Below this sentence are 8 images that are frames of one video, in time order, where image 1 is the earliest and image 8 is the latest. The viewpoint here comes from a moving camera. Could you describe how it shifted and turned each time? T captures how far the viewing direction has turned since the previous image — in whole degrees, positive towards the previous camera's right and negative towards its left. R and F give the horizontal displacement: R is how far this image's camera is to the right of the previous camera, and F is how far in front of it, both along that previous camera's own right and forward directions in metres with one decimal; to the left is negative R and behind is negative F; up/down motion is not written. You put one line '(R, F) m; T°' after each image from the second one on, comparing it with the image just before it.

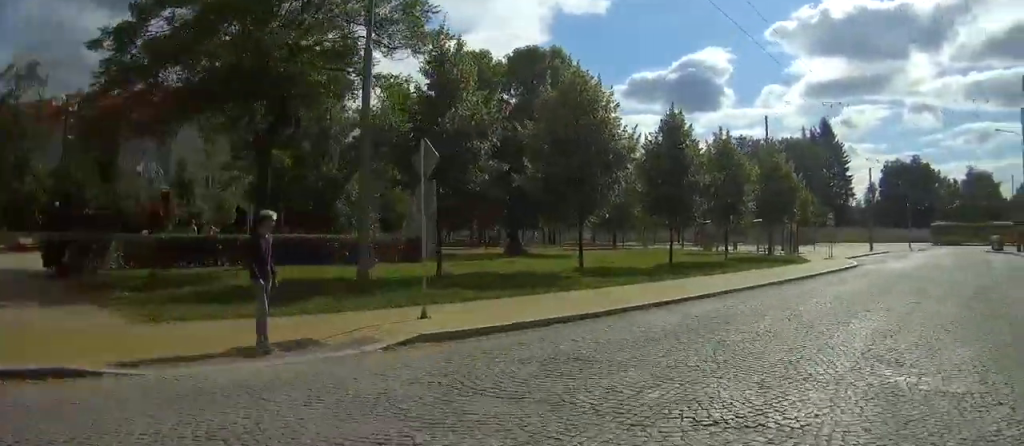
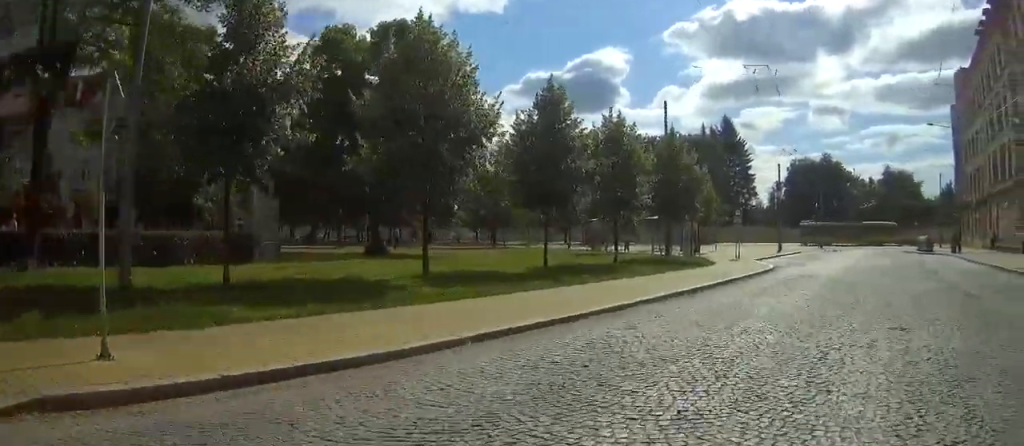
(+0.1, +5.0) m; +1°
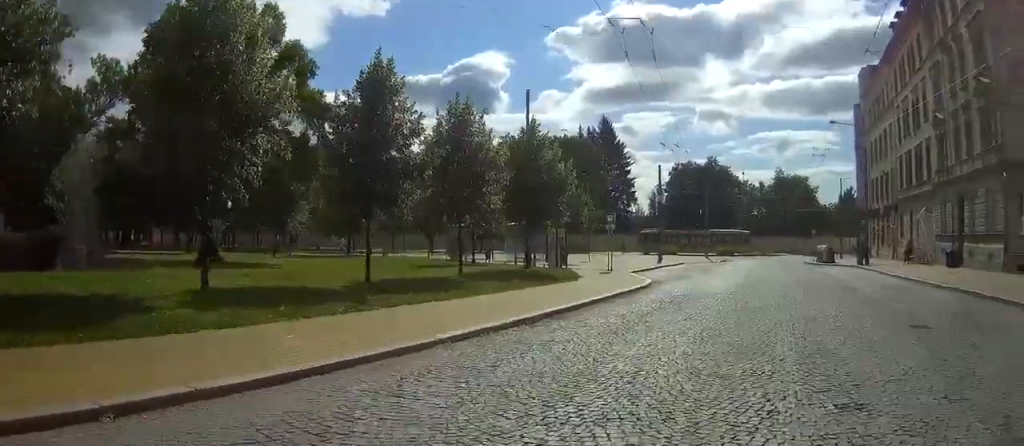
(0.0, +4.1) m; +1°
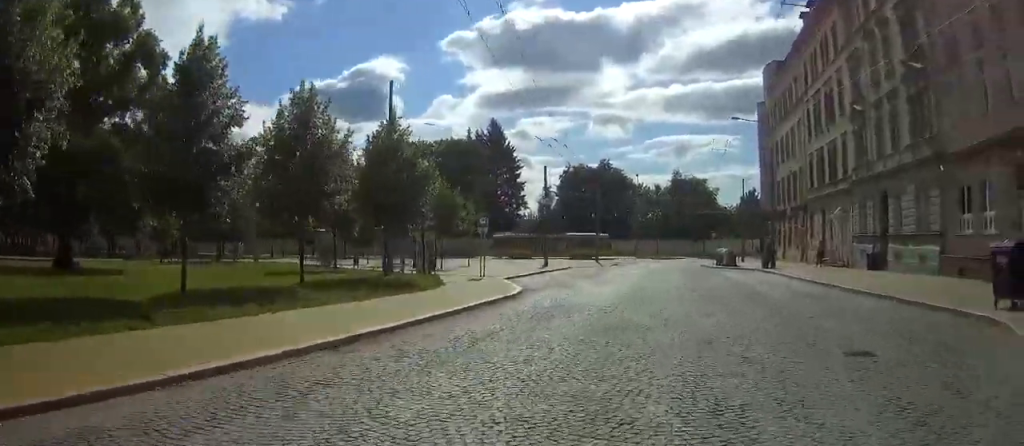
(0.0, +3.2) m; +1°
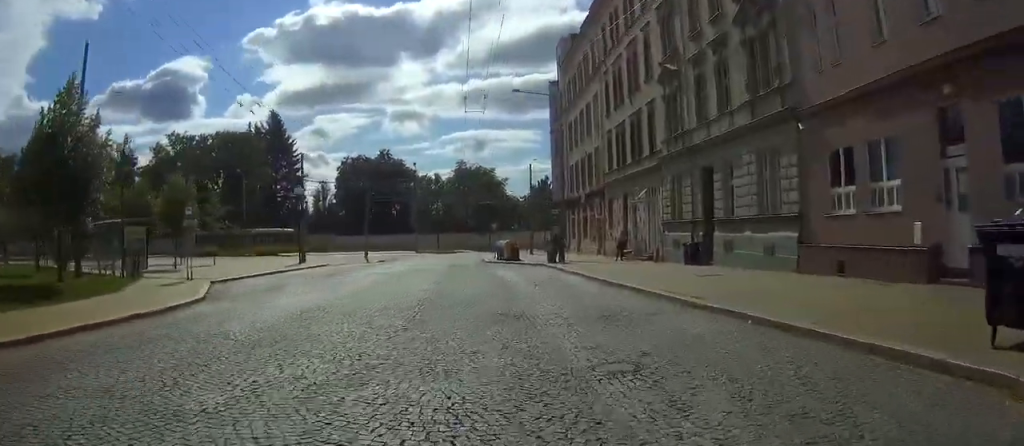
(+0.2, +7.2) m; +12°
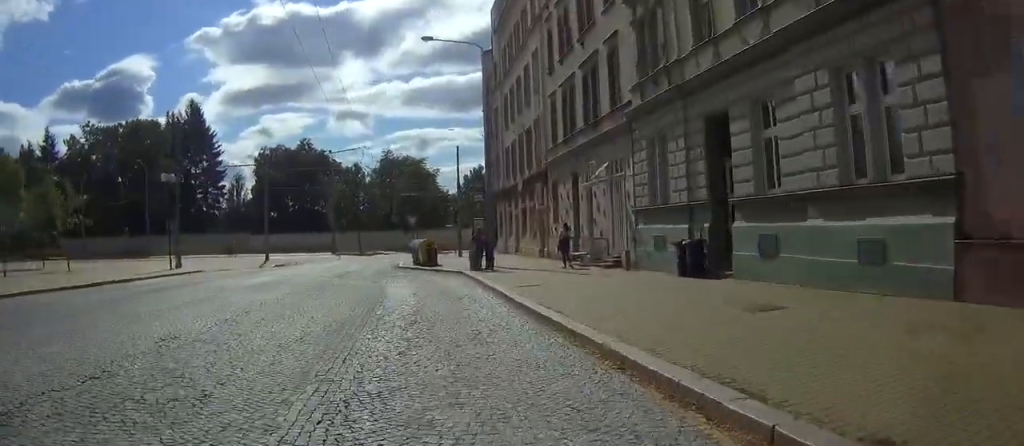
(+3.2, +11.6) m; +21°
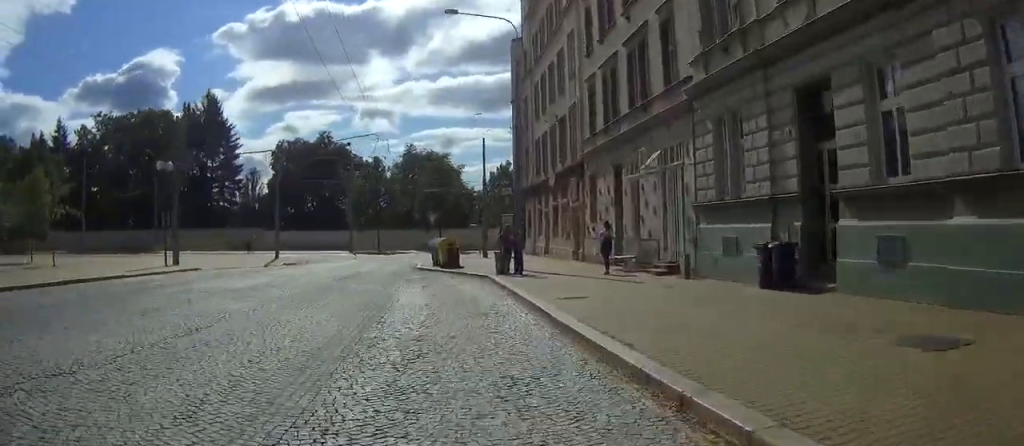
(0.0, +4.4) m; -2°
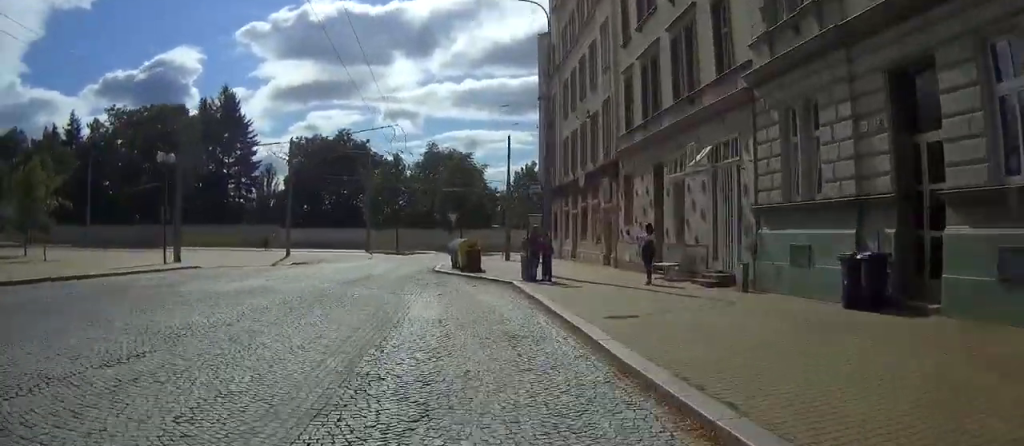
(+0.1, +3.0) m; -2°
